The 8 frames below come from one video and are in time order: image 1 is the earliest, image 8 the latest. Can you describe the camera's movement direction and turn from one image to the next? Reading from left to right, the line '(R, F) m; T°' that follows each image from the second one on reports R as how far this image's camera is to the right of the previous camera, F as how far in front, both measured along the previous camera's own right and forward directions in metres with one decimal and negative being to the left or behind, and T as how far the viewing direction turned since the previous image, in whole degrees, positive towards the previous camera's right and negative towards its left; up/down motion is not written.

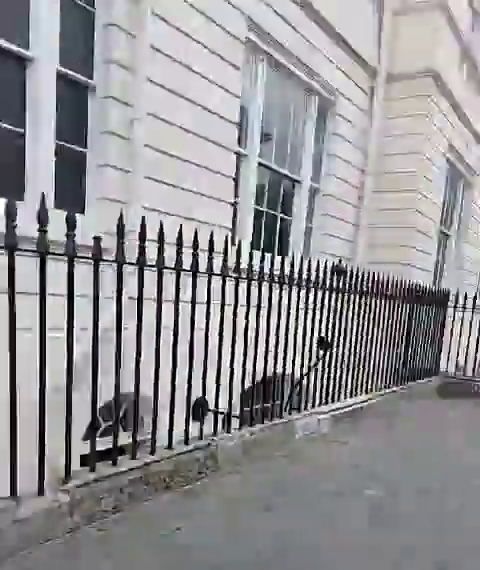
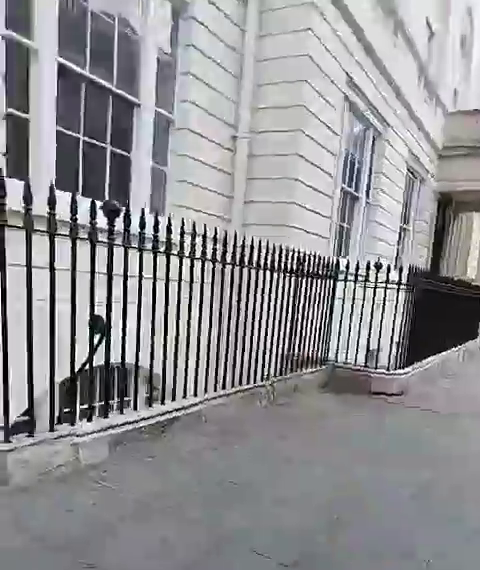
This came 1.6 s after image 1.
(0.0, +2.3) m; +4°
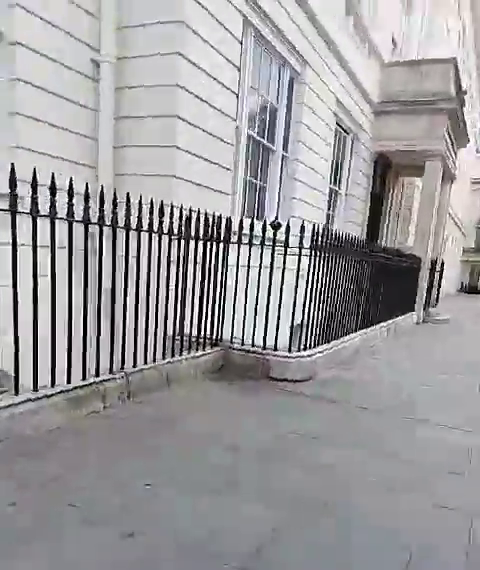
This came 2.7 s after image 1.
(0.0, +1.5) m; +4°
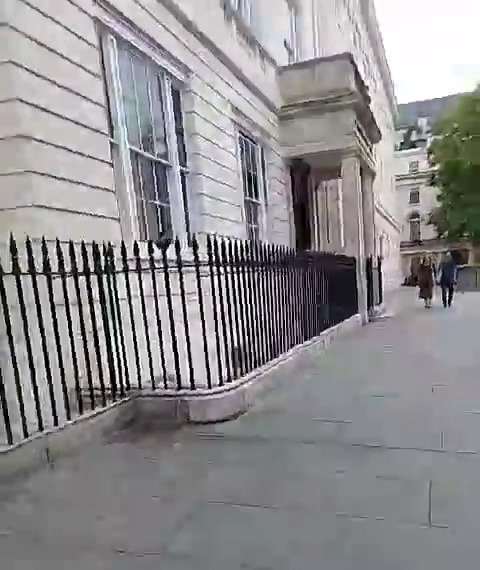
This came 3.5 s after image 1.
(0.0, +1.0) m; +5°
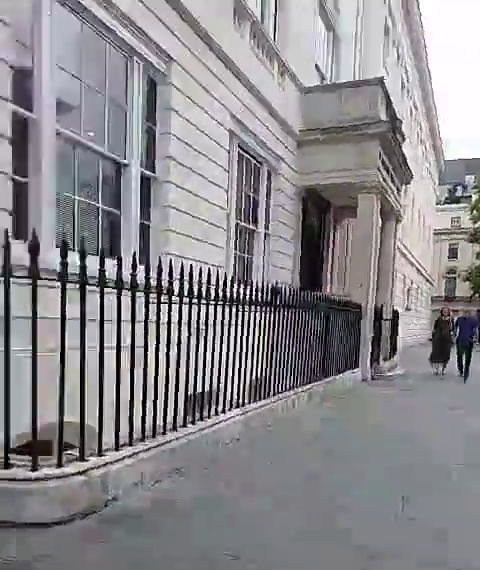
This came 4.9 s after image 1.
(+0.1, +1.8) m; +7°
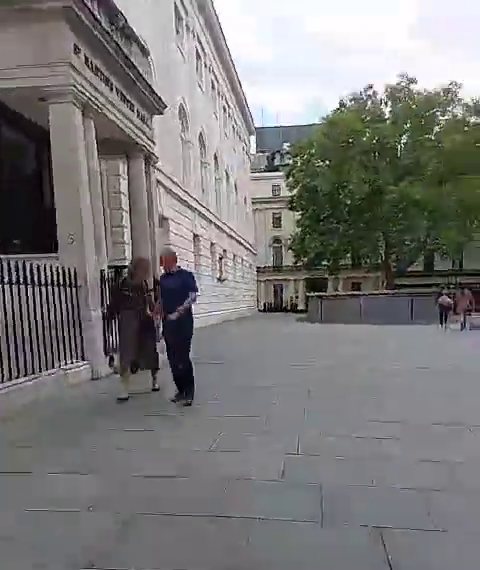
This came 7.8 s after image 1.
(+0.2, +3.5) m; +4°
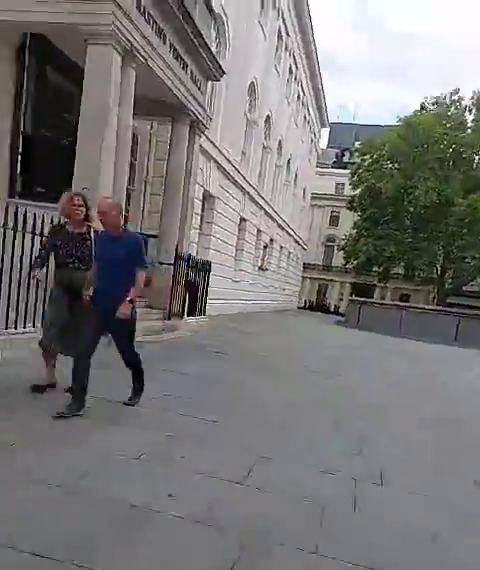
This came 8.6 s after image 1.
(0.0, +0.9) m; 0°
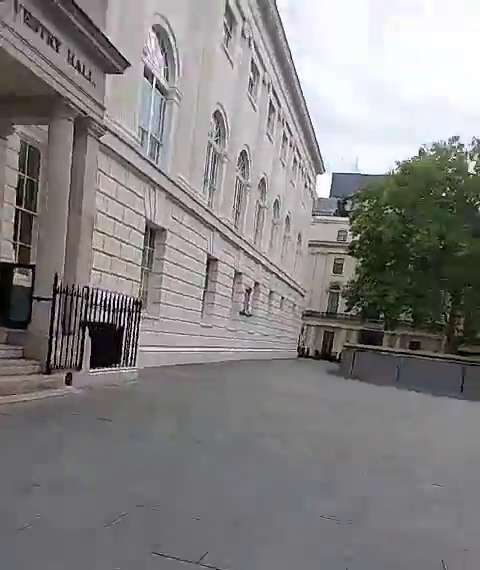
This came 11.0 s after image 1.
(0.0, +3.1) m; -11°
